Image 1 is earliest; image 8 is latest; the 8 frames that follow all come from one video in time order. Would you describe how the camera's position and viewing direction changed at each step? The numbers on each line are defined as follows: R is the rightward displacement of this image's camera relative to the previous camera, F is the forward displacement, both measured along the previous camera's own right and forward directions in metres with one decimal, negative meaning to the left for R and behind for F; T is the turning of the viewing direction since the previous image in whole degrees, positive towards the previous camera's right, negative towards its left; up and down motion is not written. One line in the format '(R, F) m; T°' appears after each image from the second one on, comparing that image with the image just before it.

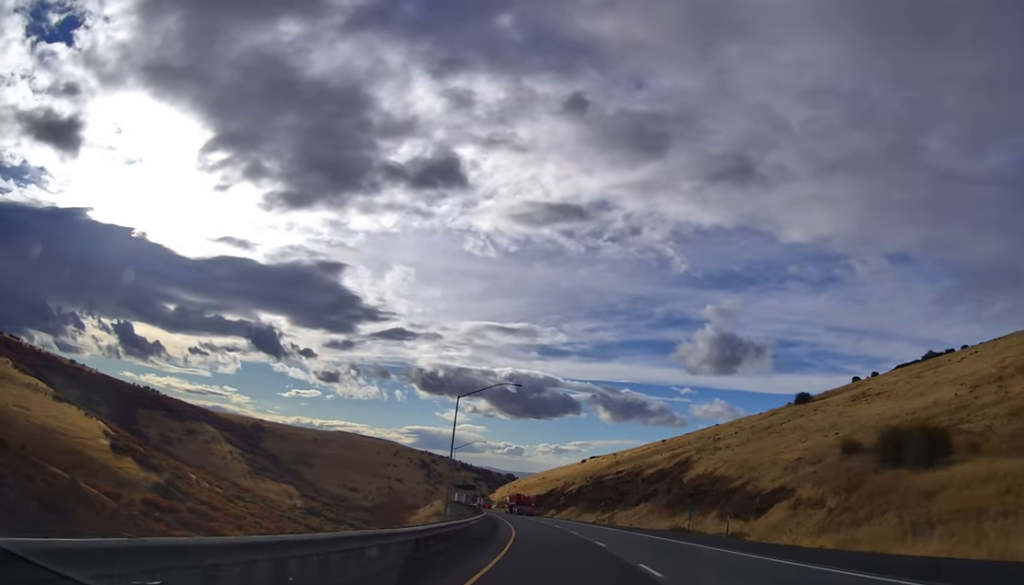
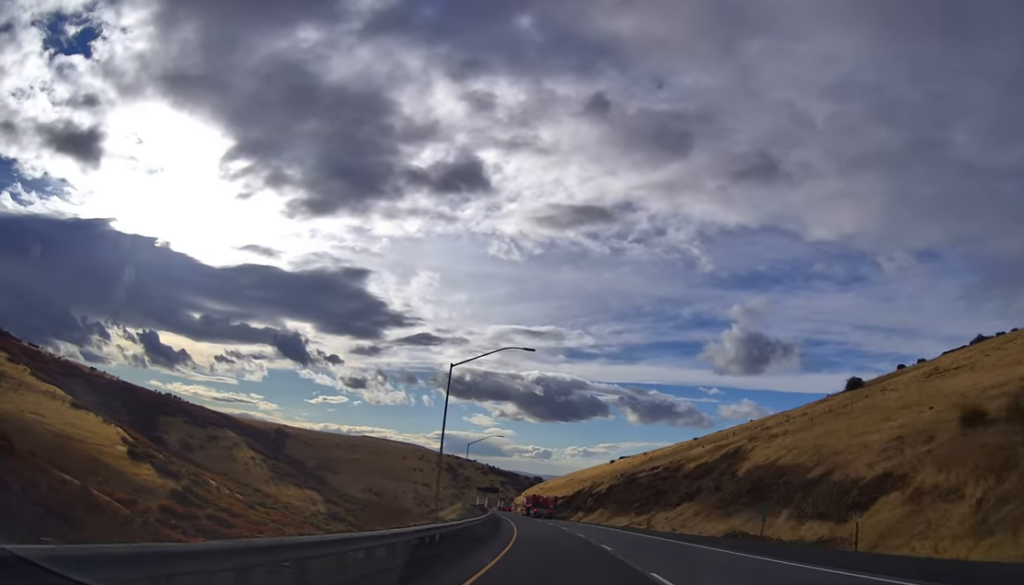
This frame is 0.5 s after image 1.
(-0.2, +14.5) m; -2°
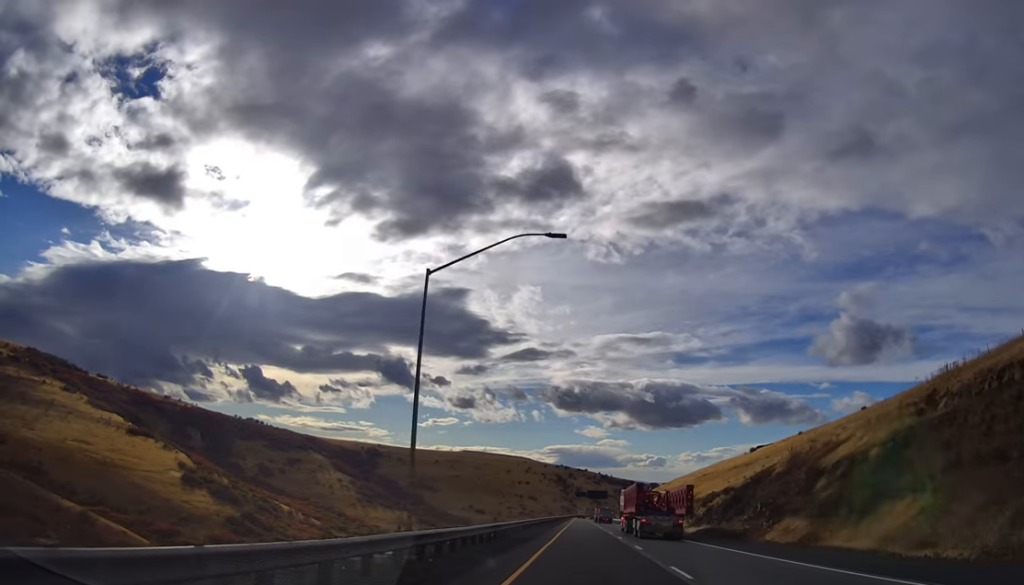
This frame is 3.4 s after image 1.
(-11.2, +82.5) m; -14°
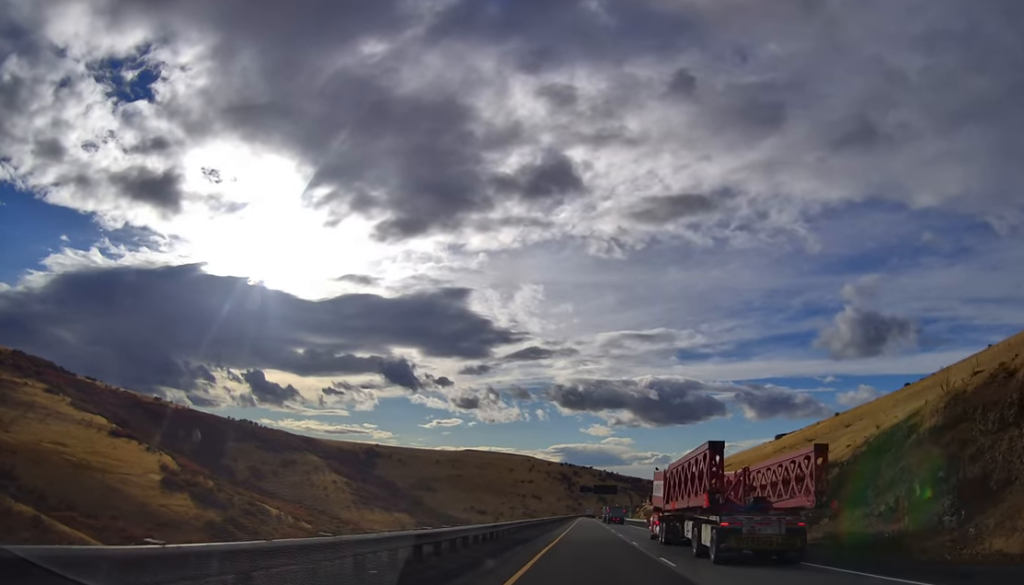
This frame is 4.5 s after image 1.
(-0.3, +33.5) m; 0°
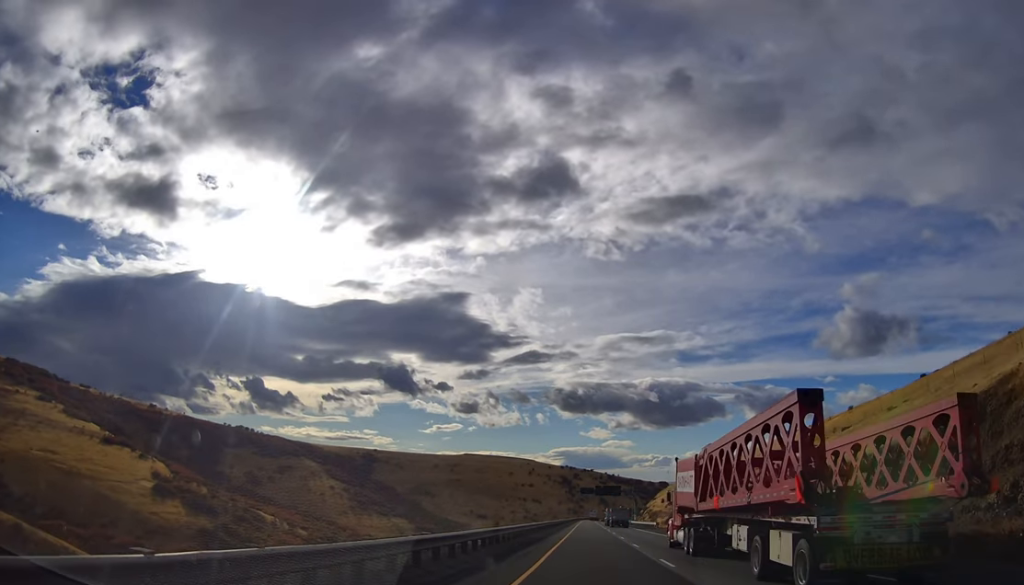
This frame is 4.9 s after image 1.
(+0.2, +11.8) m; 0°
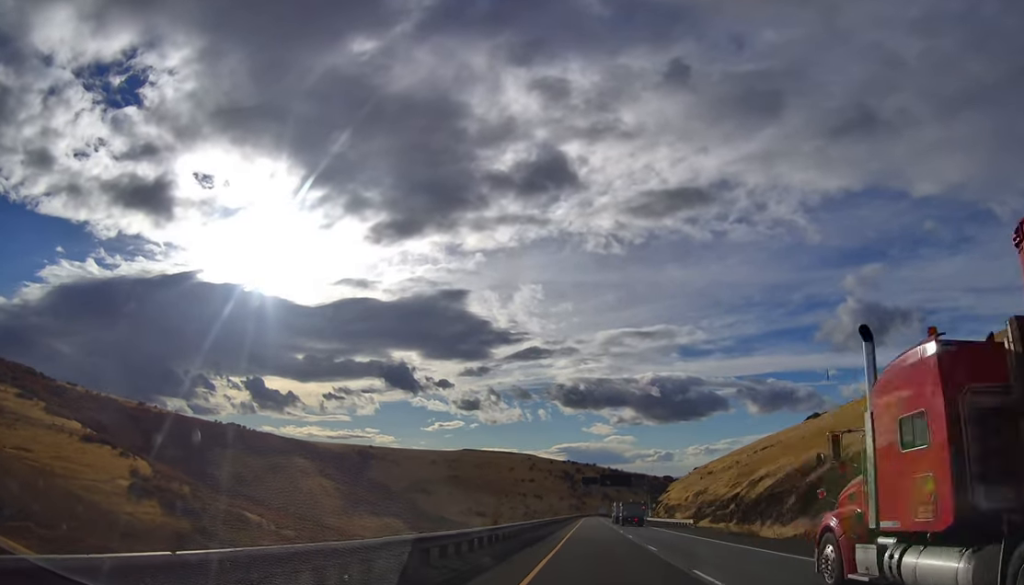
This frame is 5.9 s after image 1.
(-0.2, +30.7) m; -2°
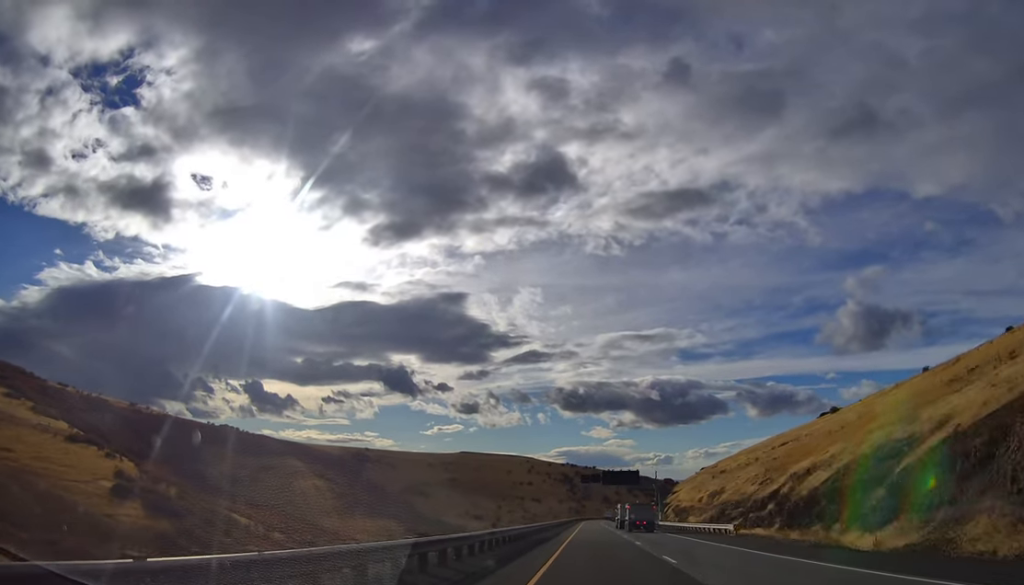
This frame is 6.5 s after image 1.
(-0.3, +17.8) m; -1°
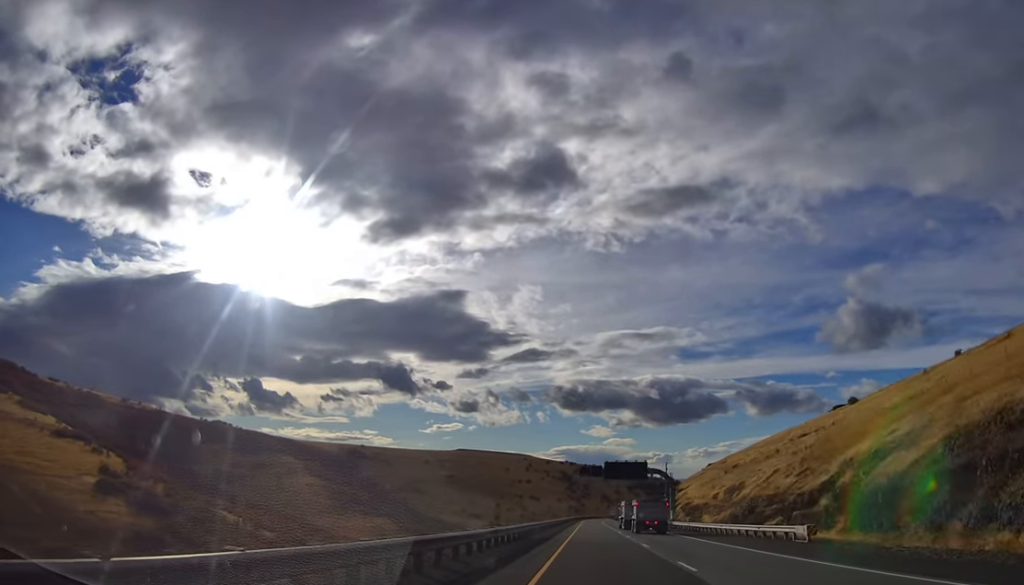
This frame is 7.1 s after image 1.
(-0.5, +15.8) m; 0°
